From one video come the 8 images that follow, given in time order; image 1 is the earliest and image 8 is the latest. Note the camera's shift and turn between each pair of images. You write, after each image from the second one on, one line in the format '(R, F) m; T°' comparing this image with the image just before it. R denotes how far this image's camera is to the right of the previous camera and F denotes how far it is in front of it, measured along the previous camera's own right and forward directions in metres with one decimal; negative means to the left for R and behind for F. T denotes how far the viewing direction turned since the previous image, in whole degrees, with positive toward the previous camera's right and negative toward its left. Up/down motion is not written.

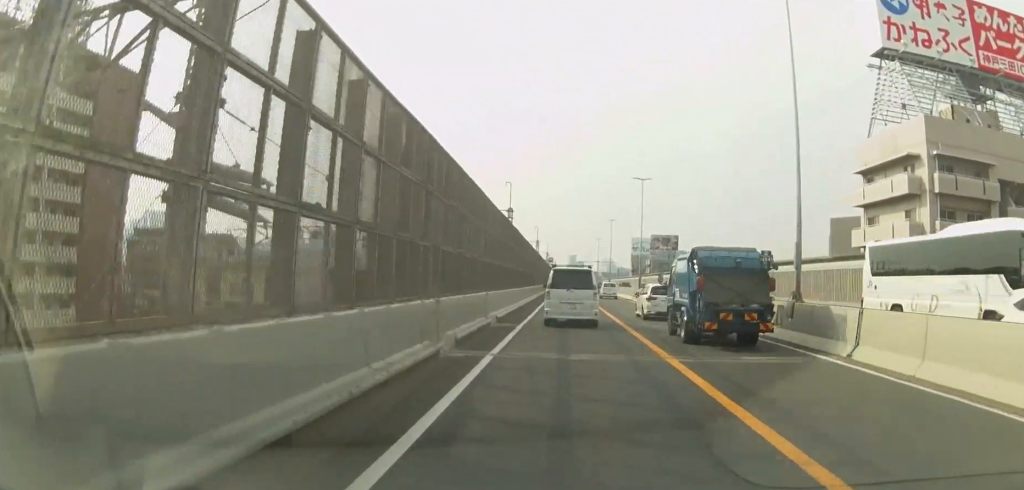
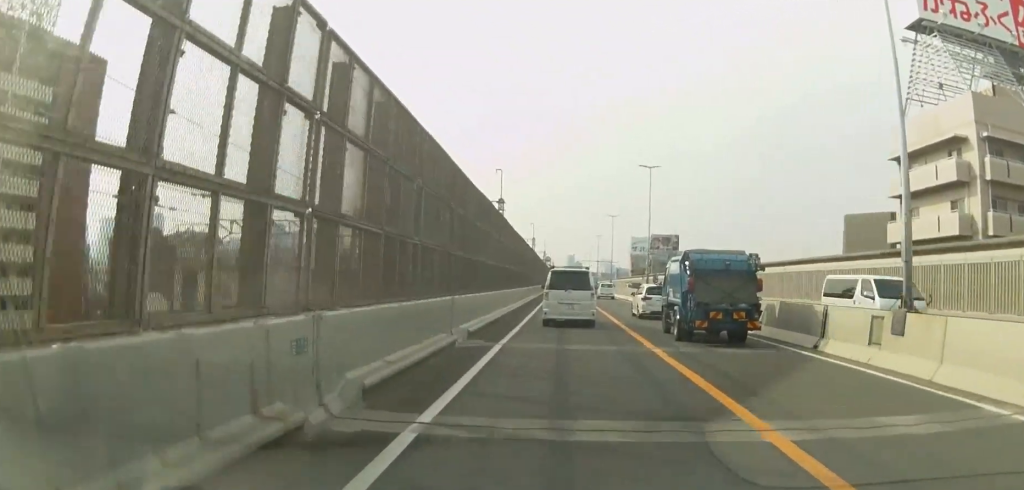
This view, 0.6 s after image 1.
(-0.4, +6.3) m; -1°
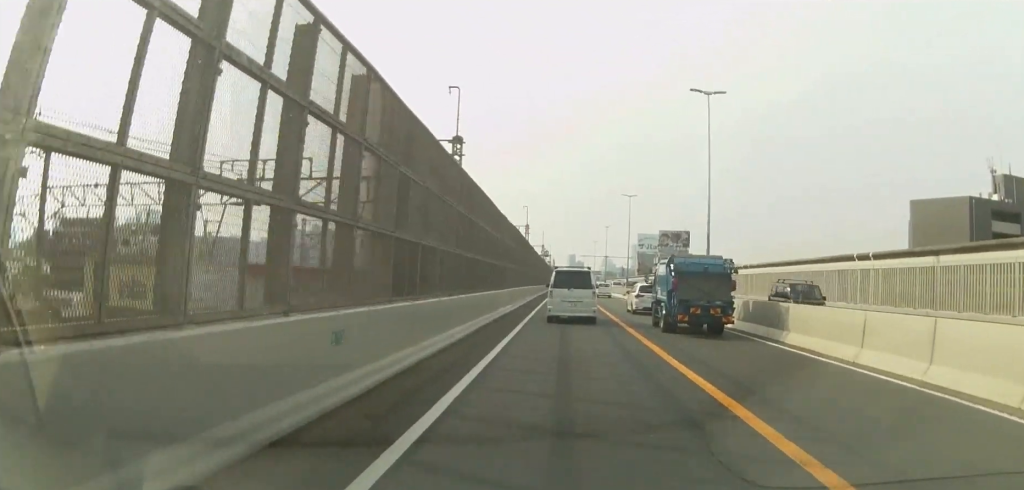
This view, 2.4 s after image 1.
(+0.4, +20.5) m; +3°
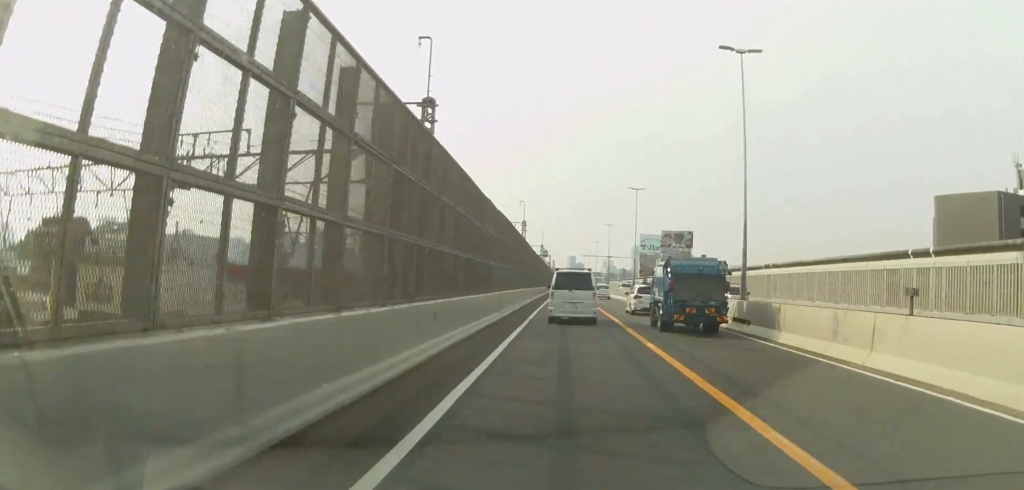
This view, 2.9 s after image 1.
(+0.2, +6.2) m; 0°
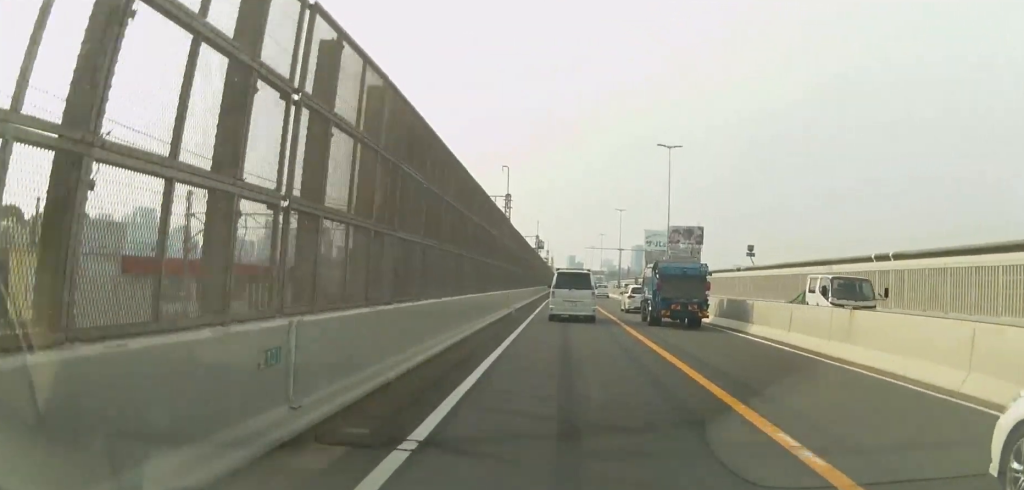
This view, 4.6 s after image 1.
(-1.0, +19.8) m; -2°
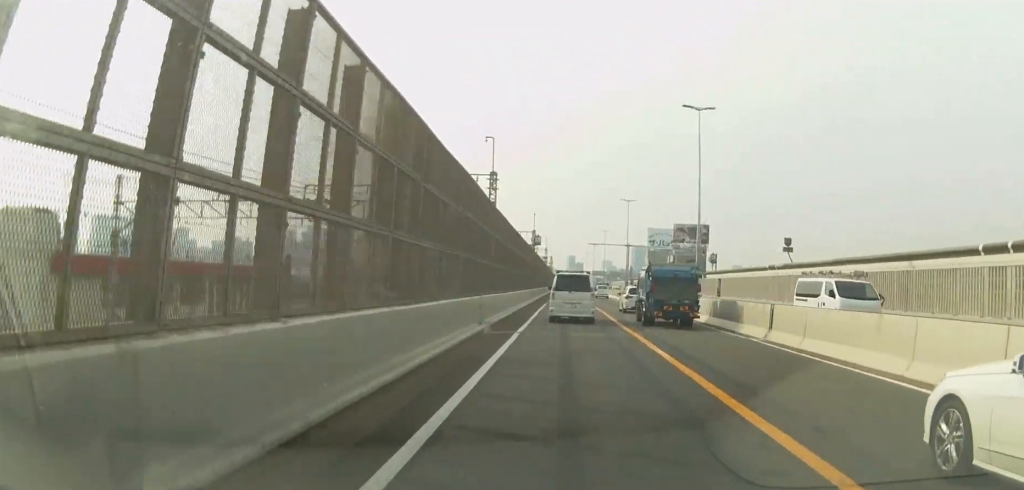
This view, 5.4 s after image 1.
(+0.2, +10.0) m; +1°
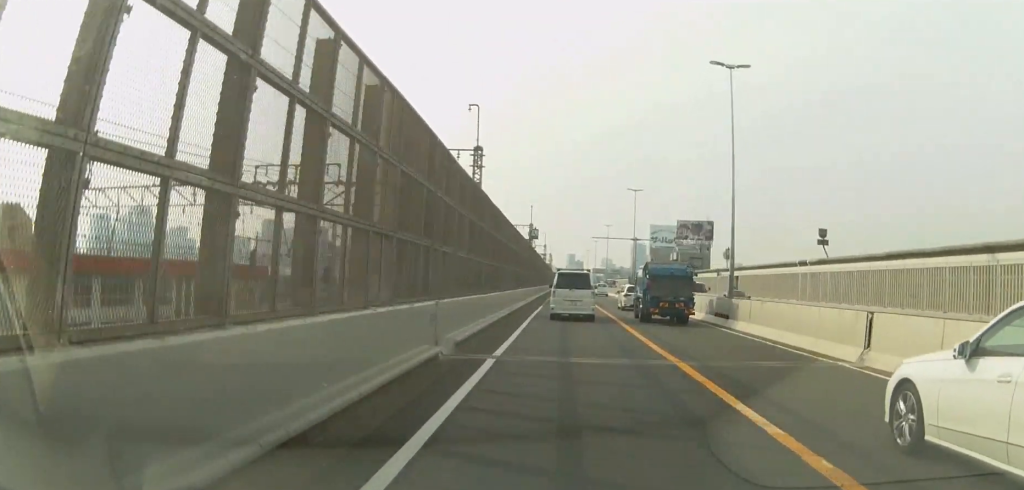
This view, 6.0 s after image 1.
(+0.3, +6.9) m; +1°
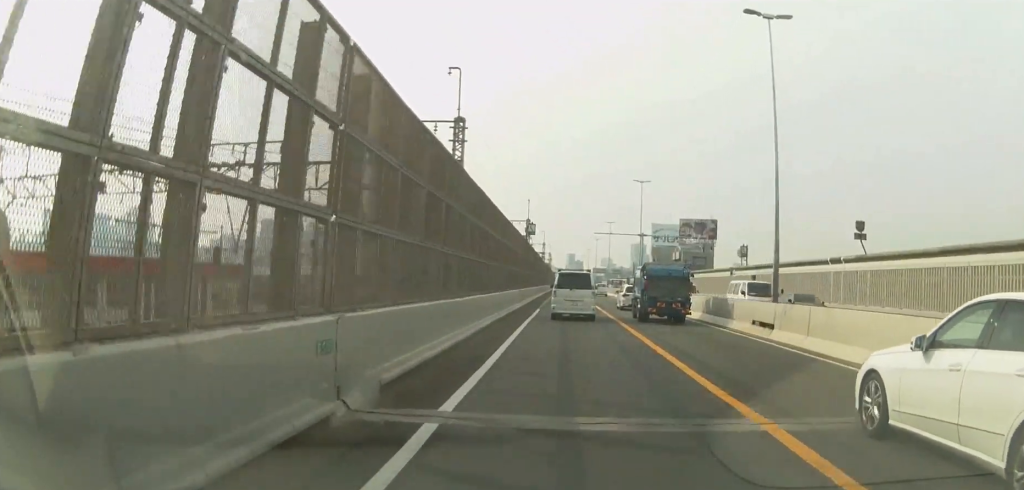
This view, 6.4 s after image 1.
(-0.2, +5.8) m; 0°
